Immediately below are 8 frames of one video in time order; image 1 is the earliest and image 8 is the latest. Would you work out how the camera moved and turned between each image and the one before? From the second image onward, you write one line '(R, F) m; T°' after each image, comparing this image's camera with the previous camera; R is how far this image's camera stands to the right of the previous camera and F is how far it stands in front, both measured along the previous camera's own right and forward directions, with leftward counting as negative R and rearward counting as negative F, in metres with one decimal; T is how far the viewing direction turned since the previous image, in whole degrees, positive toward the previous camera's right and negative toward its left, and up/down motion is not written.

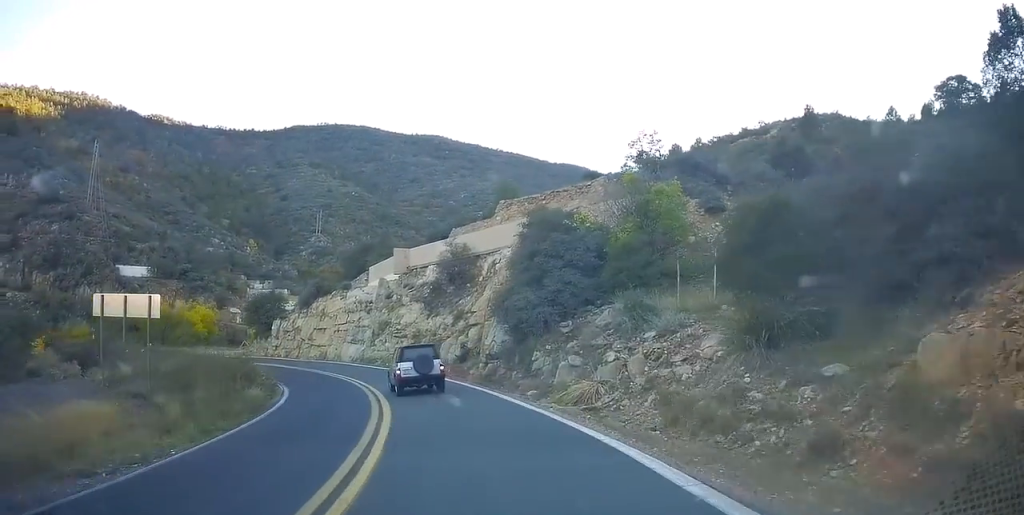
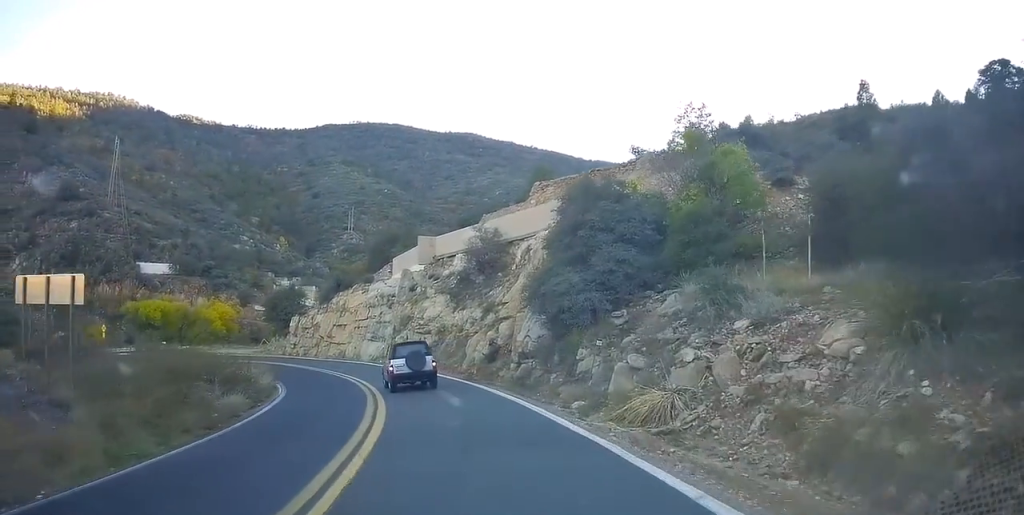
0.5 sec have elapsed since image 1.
(+0.2, +4.5) m; -4°
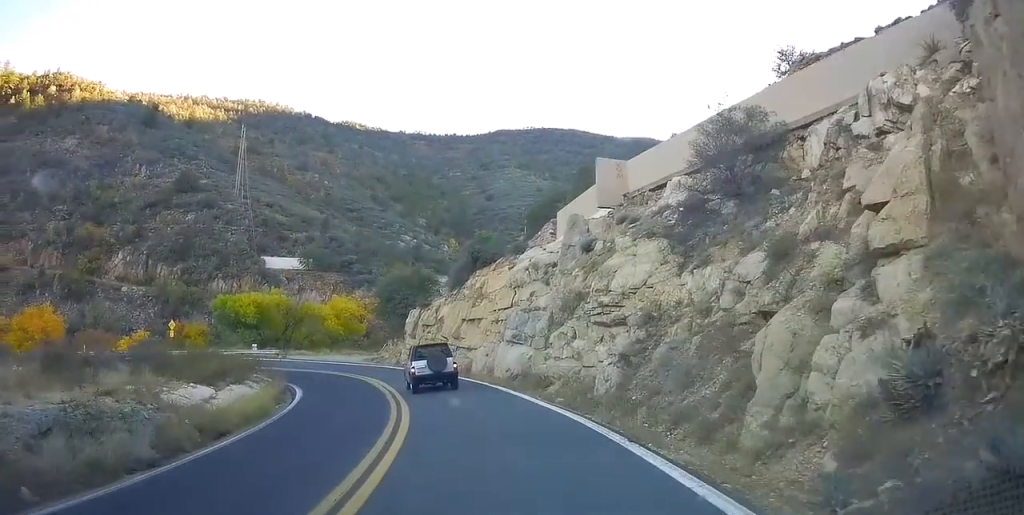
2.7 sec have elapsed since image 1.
(-5.4, +19.1) m; -23°
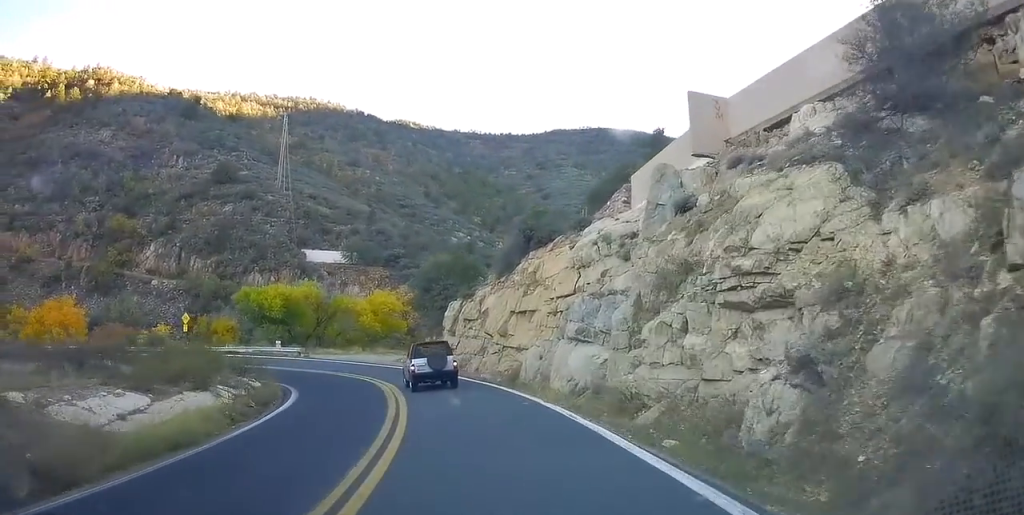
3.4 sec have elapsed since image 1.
(0.0, +7.1) m; +2°
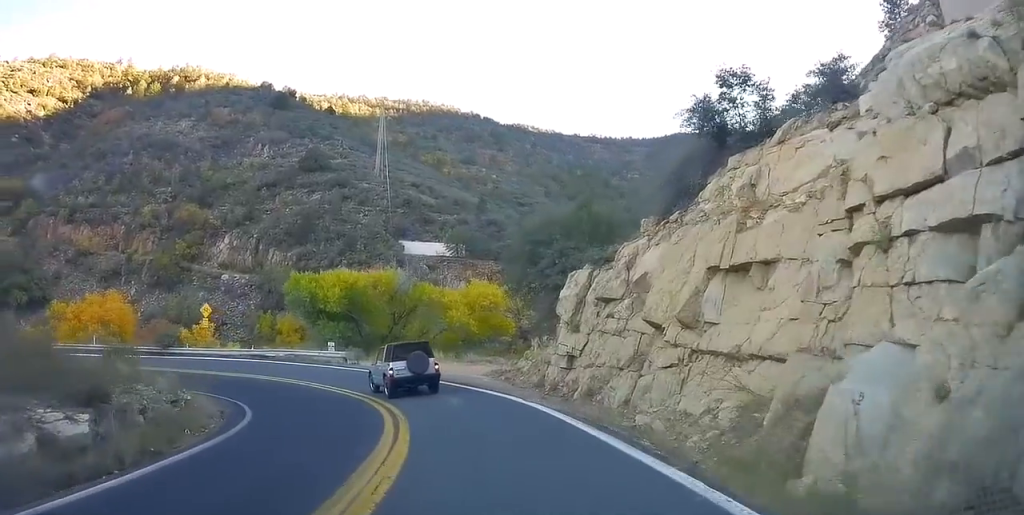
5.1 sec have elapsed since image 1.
(-1.0, +15.2) m; -13°
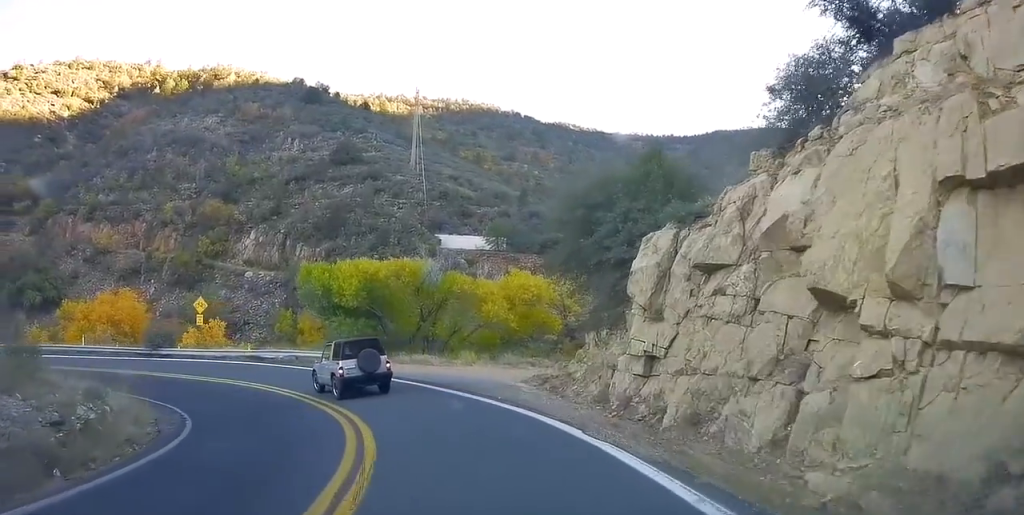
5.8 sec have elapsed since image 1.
(-0.4, +6.0) m; -10°
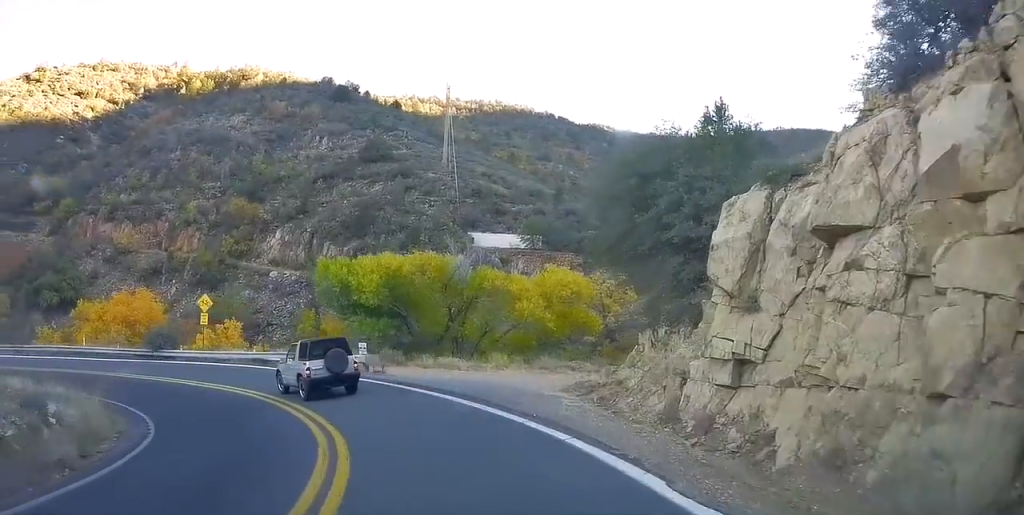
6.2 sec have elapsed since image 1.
(+0.1, +3.5) m; -7°
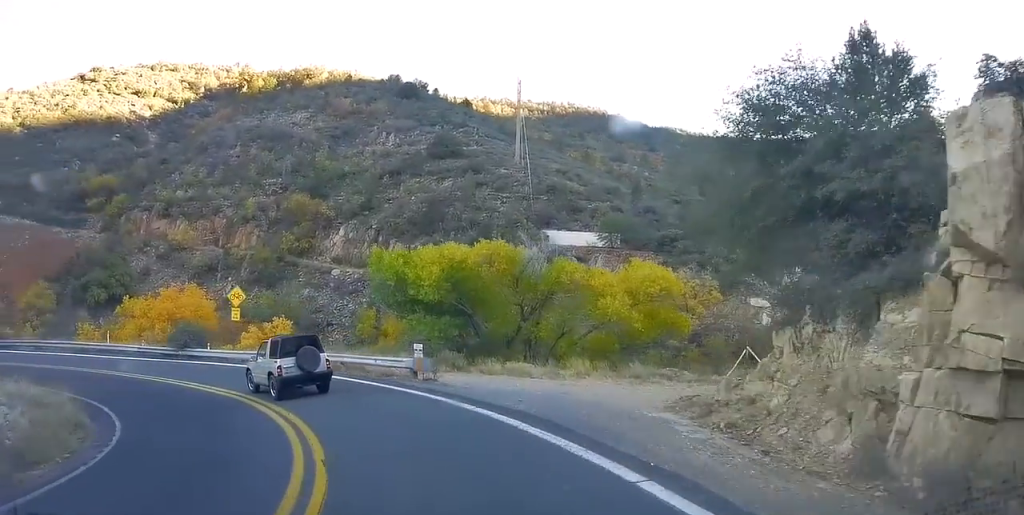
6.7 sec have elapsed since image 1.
(-0.3, +4.4) m; -9°
